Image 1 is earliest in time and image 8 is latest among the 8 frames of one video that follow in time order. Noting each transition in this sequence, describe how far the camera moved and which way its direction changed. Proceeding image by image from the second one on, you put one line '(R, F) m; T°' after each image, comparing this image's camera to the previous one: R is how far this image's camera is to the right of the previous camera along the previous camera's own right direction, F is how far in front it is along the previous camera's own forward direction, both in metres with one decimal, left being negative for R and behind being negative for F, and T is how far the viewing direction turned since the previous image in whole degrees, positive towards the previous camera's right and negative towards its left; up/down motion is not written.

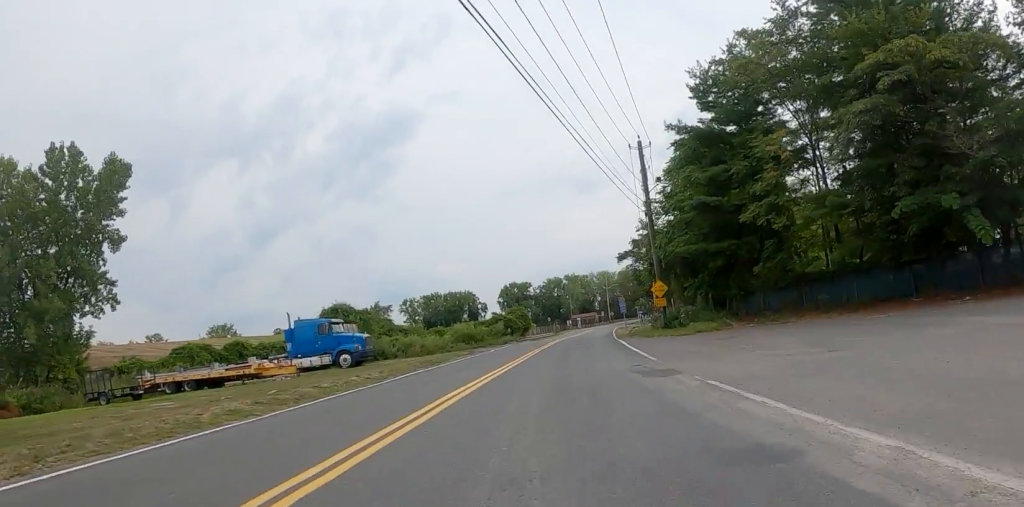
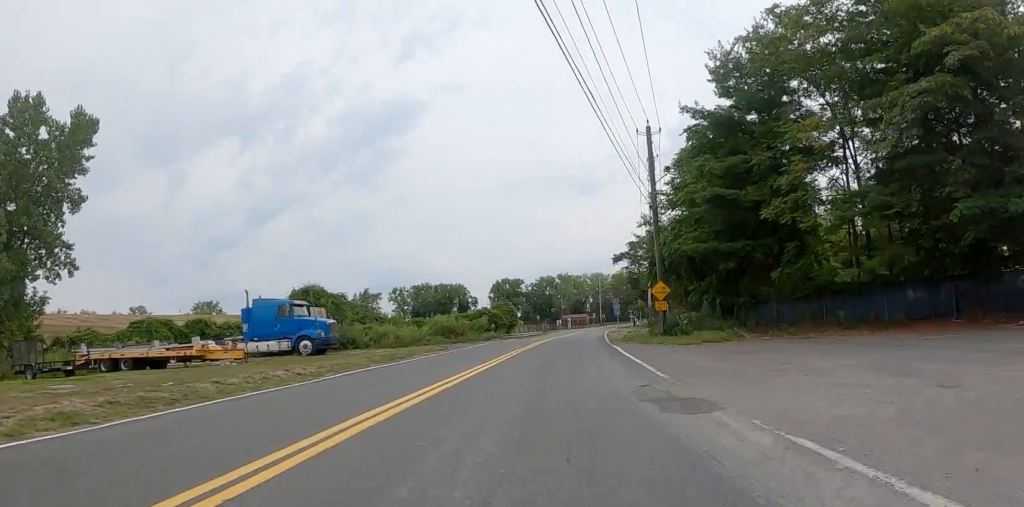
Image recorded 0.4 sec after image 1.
(+0.2, +3.7) m; +2°
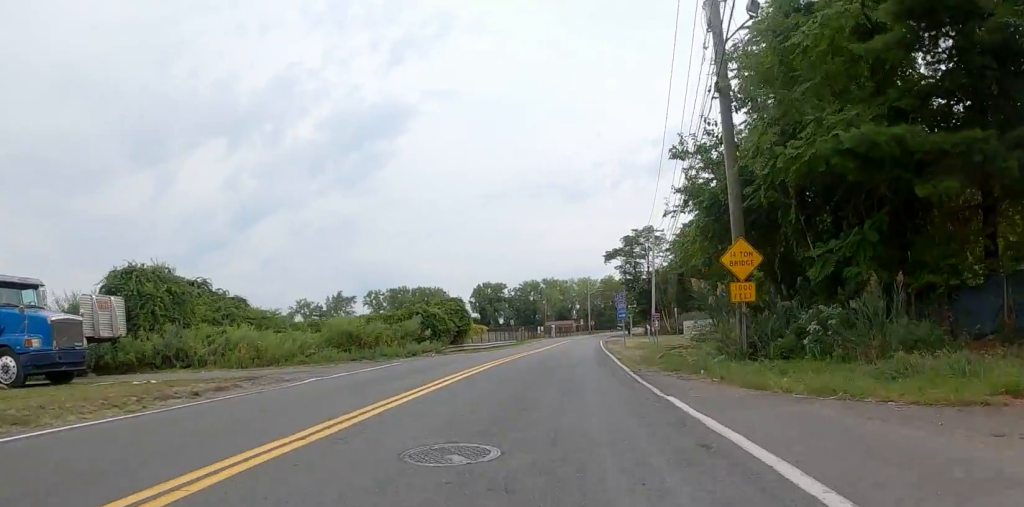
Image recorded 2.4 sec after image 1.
(+2.0, +16.9) m; +9°
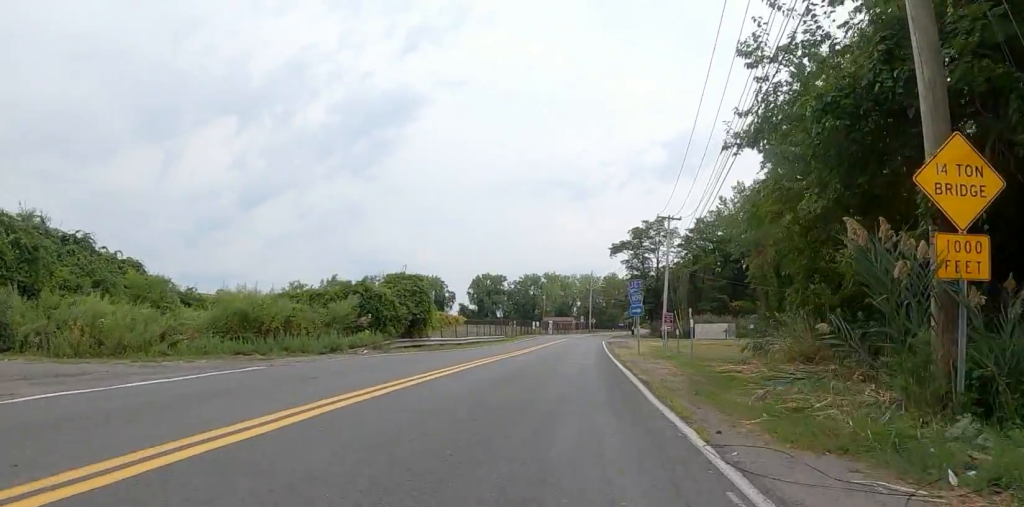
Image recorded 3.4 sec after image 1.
(-0.6, +8.6) m; -6°
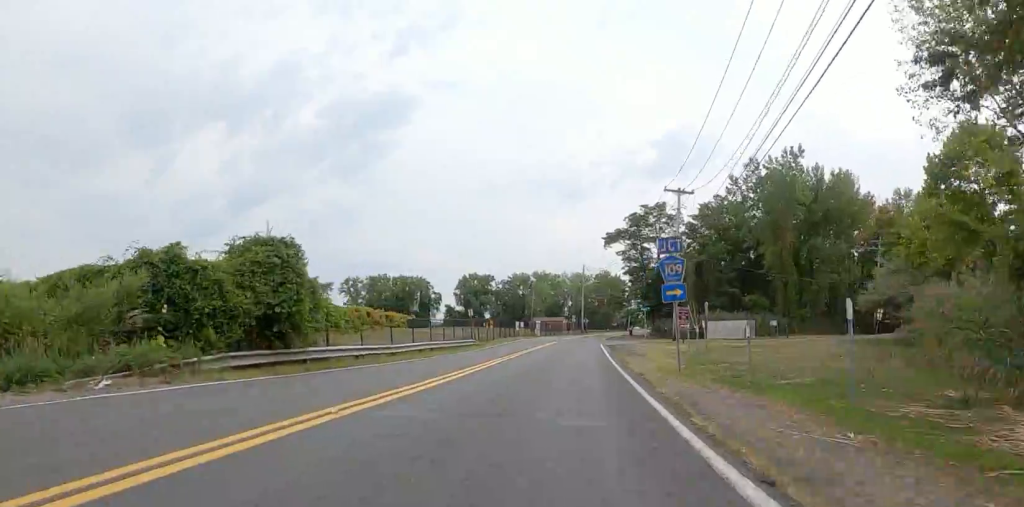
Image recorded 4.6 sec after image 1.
(-0.4, +11.4) m; -2°
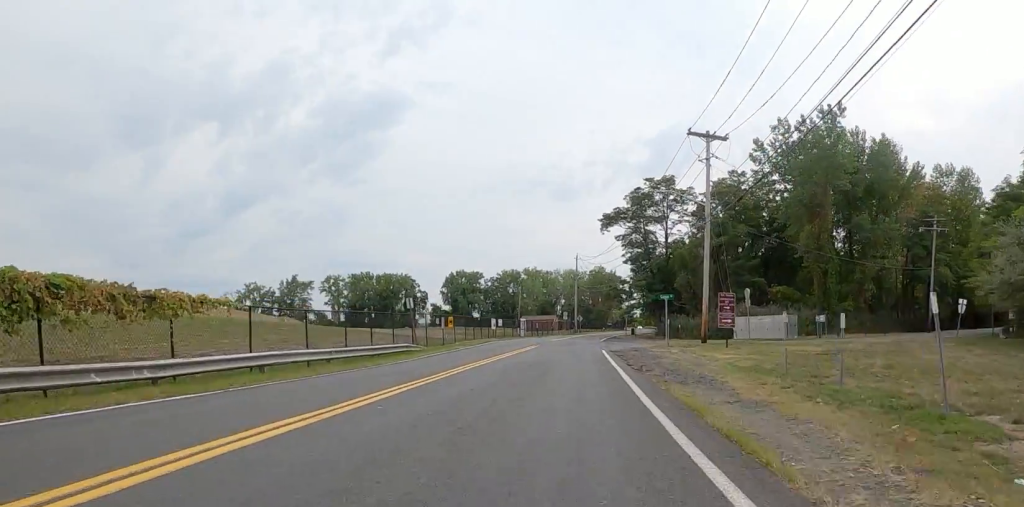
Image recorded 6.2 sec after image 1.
(0.0, +13.9) m; +4°
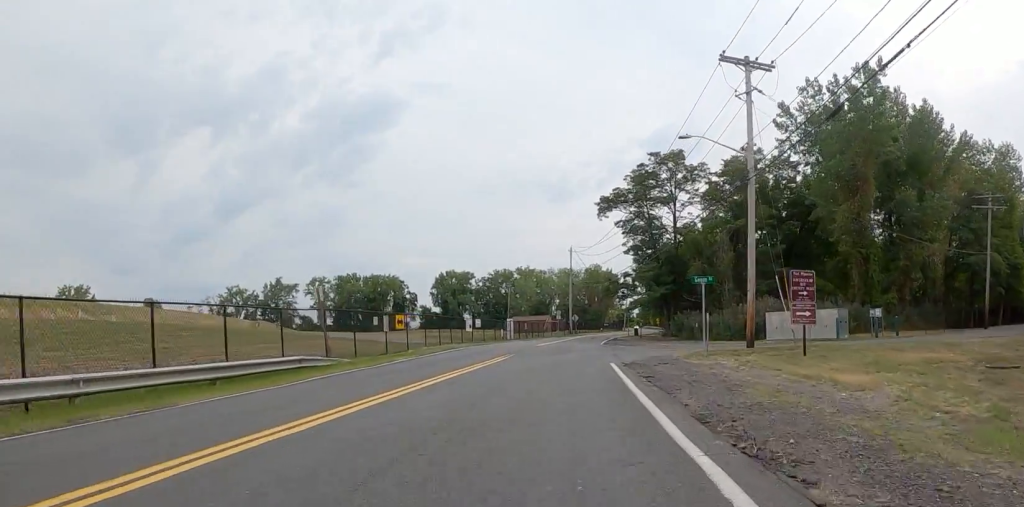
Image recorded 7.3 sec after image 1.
(+0.9, +9.6) m; +3°
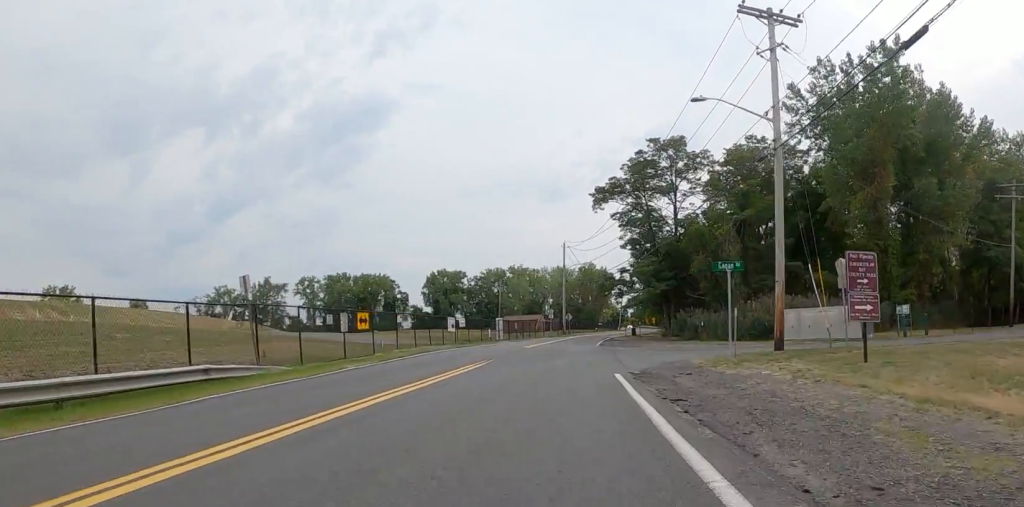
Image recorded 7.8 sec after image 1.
(+0.2, +4.0) m; -2°
